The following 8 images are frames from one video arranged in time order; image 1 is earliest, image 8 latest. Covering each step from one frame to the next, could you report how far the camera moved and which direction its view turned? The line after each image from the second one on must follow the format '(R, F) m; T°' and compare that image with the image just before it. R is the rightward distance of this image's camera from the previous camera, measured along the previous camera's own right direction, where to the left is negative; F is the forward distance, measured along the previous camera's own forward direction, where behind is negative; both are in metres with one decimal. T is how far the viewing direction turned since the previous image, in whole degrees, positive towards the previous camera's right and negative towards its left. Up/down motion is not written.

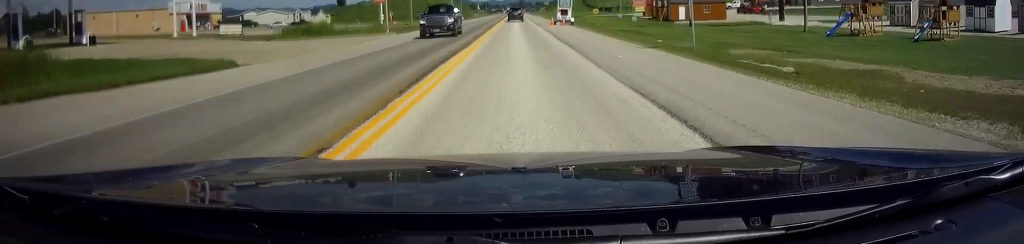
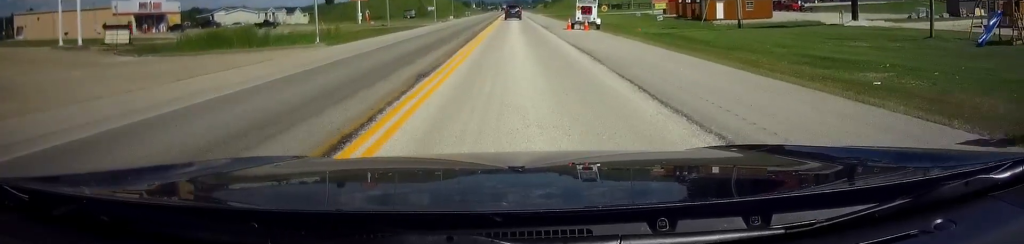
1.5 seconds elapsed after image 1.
(+0.1, +18.8) m; 0°
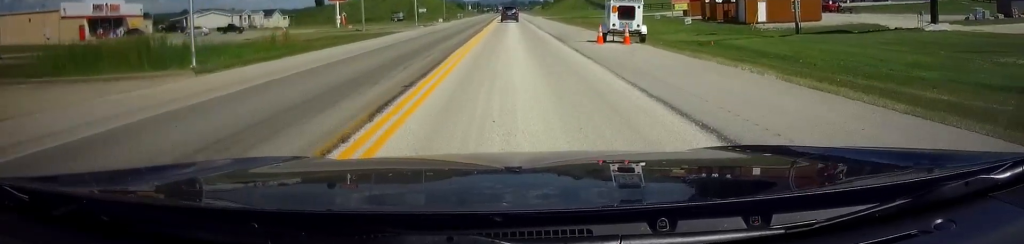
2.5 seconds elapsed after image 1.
(0.0, +14.0) m; 0°
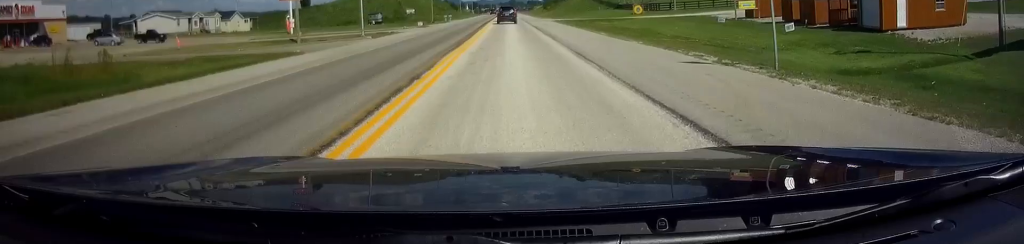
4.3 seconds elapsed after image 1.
(+0.2, +24.8) m; 0°
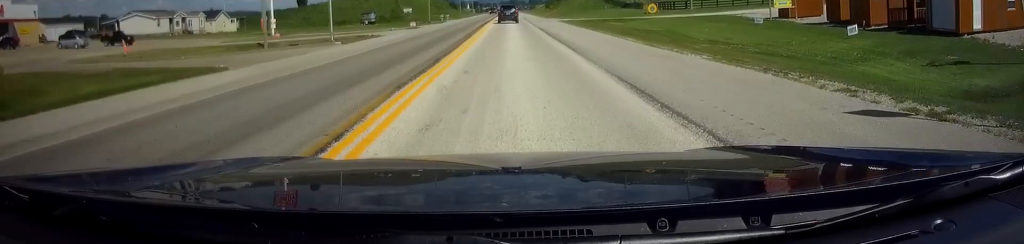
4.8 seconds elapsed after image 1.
(+0.1, +8.1) m; 0°
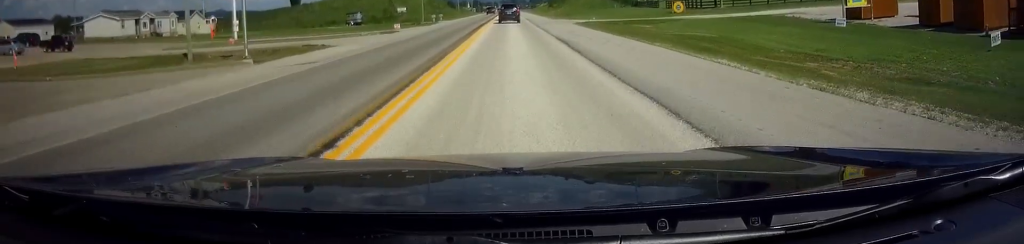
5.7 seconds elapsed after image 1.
(-0.2, +12.1) m; 0°
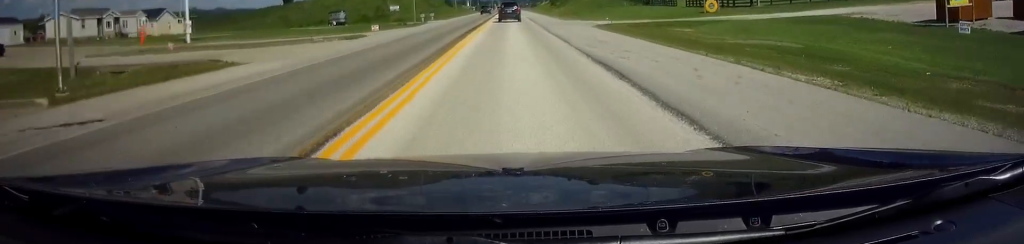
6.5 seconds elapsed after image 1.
(0.0, +11.2) m; 0°
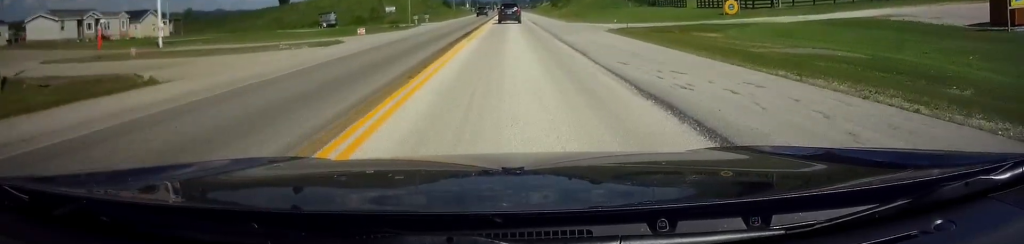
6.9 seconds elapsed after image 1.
(0.0, +5.4) m; 0°
